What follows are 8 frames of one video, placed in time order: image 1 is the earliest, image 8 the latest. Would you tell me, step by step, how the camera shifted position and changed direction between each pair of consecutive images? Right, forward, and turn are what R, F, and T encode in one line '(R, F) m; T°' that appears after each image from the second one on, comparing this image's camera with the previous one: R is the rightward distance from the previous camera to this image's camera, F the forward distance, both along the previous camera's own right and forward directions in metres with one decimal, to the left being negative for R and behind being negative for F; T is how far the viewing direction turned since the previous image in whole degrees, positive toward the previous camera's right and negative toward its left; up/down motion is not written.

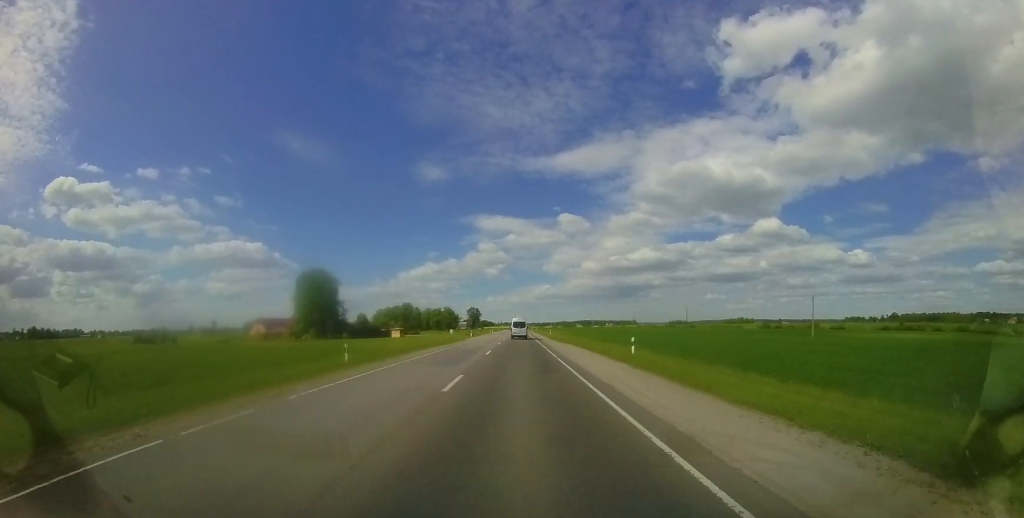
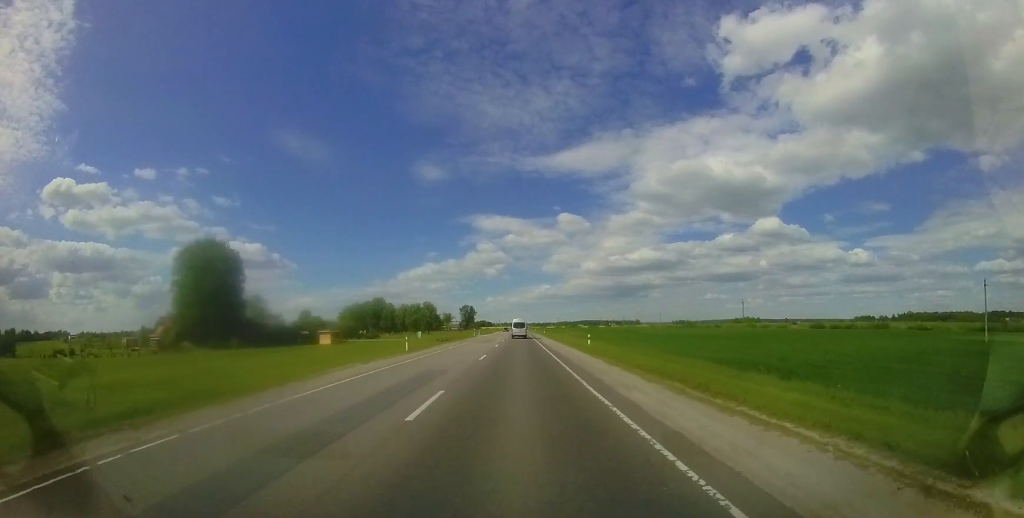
(0.0, +38.0) m; 0°
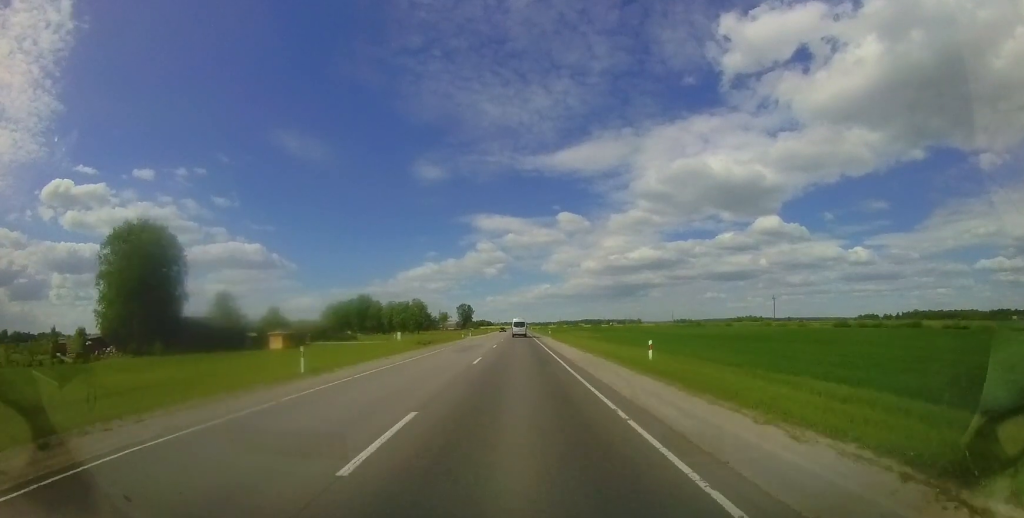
(0.0, +14.7) m; 0°
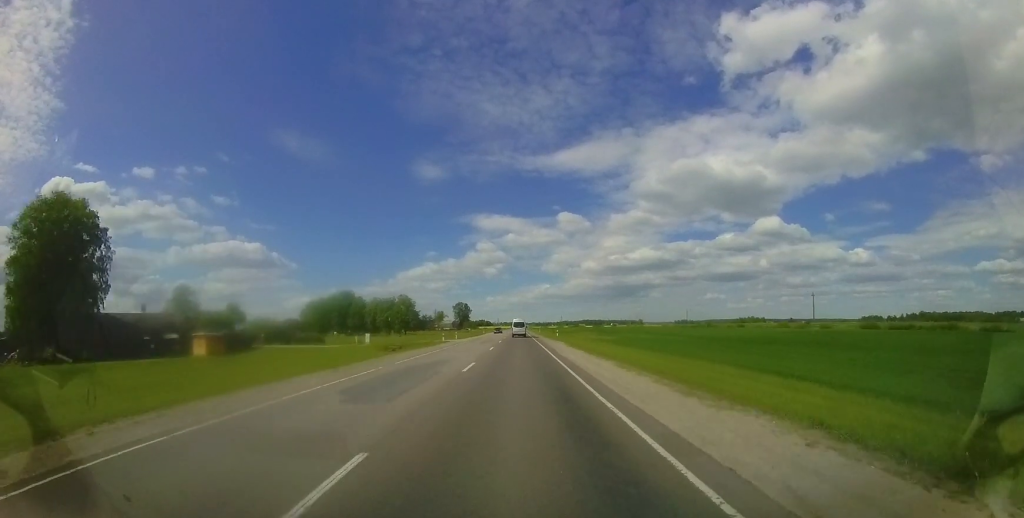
(-0.2, +14.7) m; 0°
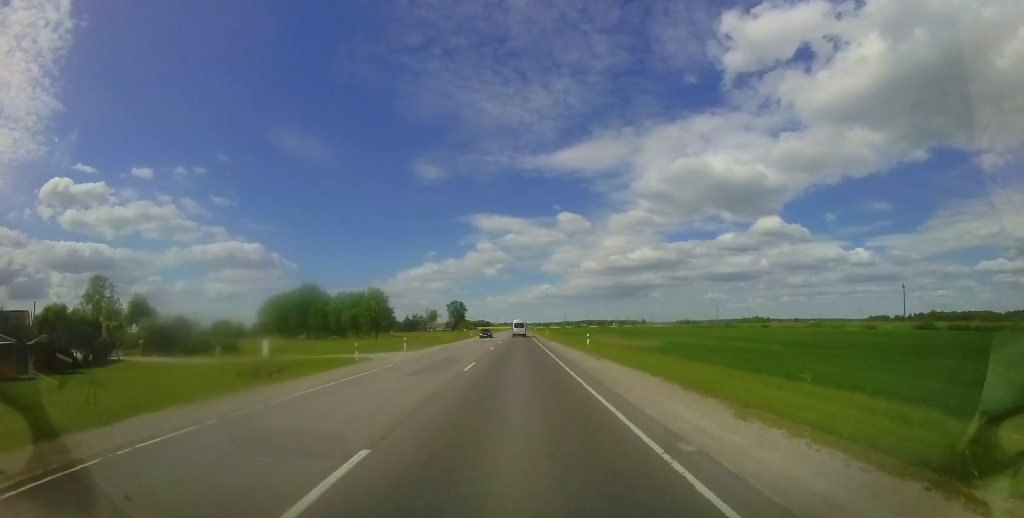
(+0.1, +23.7) m; 0°
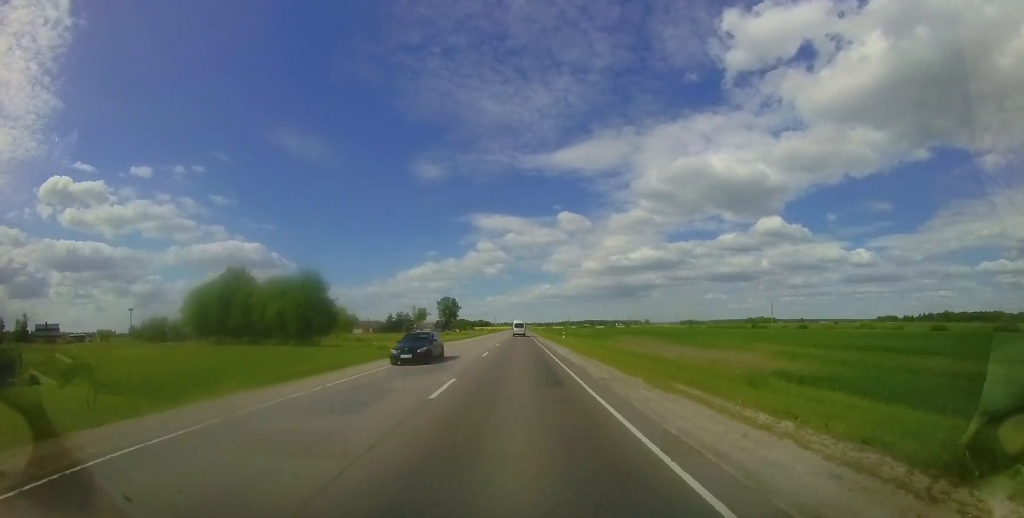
(+0.1, +28.3) m; 0°
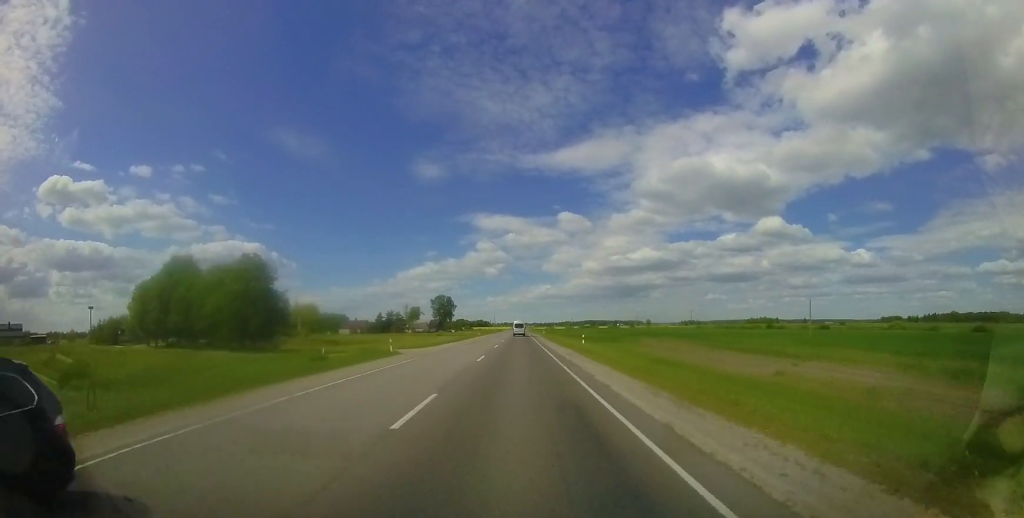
(0.0, +14.8) m; 0°
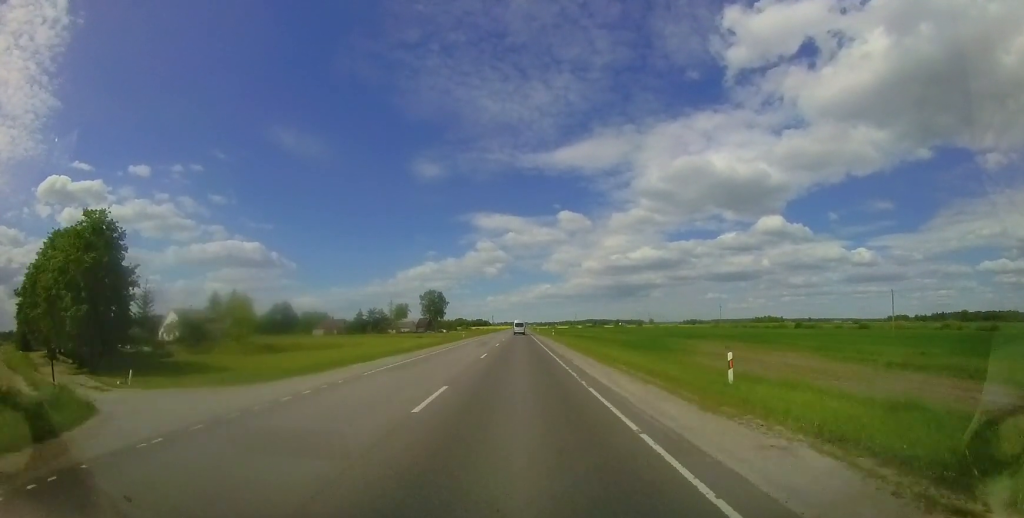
(0.0, +22.7) m; 0°
